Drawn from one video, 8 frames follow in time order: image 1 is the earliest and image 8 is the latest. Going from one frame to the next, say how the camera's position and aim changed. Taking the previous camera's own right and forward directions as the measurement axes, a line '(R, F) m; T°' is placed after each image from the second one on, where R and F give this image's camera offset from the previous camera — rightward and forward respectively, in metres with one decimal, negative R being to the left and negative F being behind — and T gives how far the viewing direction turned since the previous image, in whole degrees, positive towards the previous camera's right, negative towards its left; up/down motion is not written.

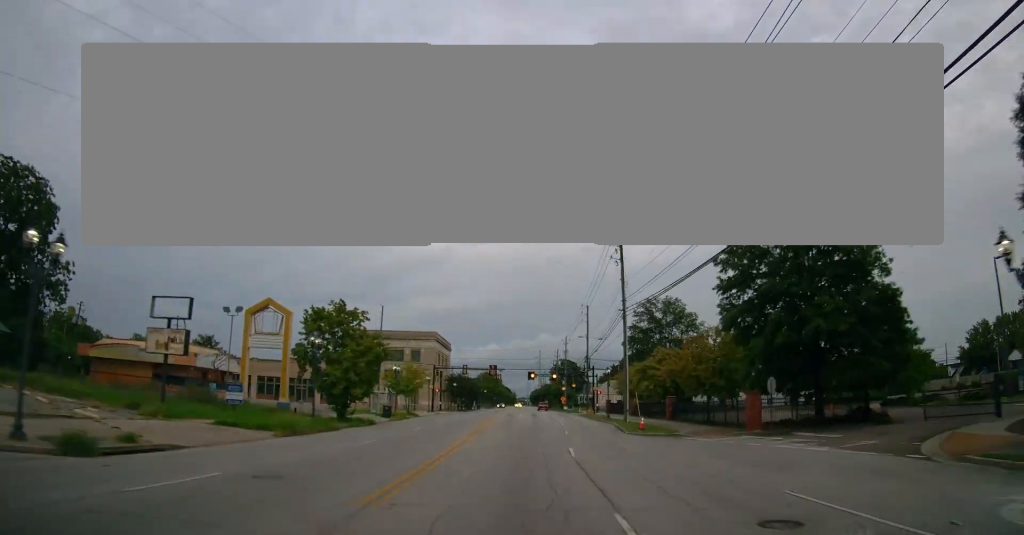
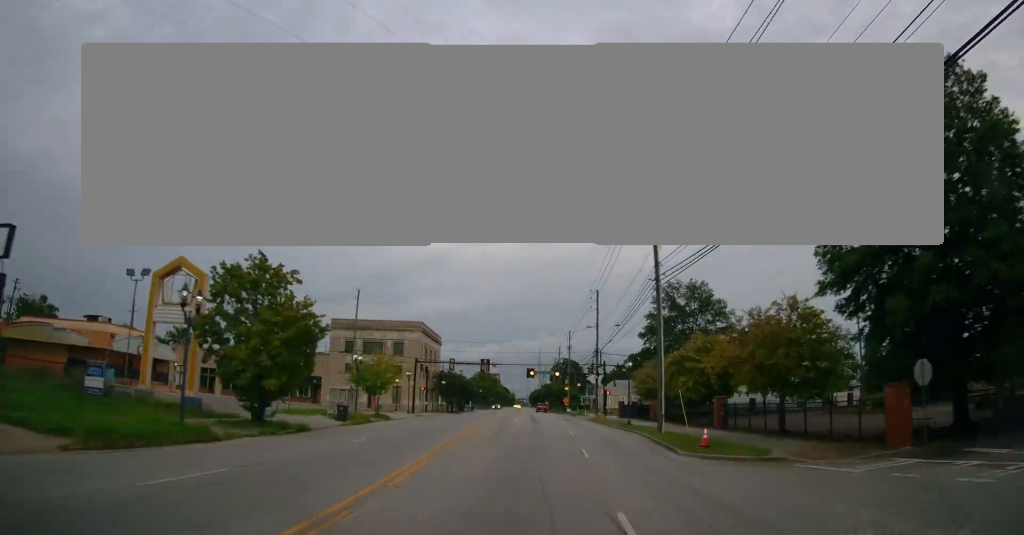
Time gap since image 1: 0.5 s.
(-0.1, +12.0) m; 0°
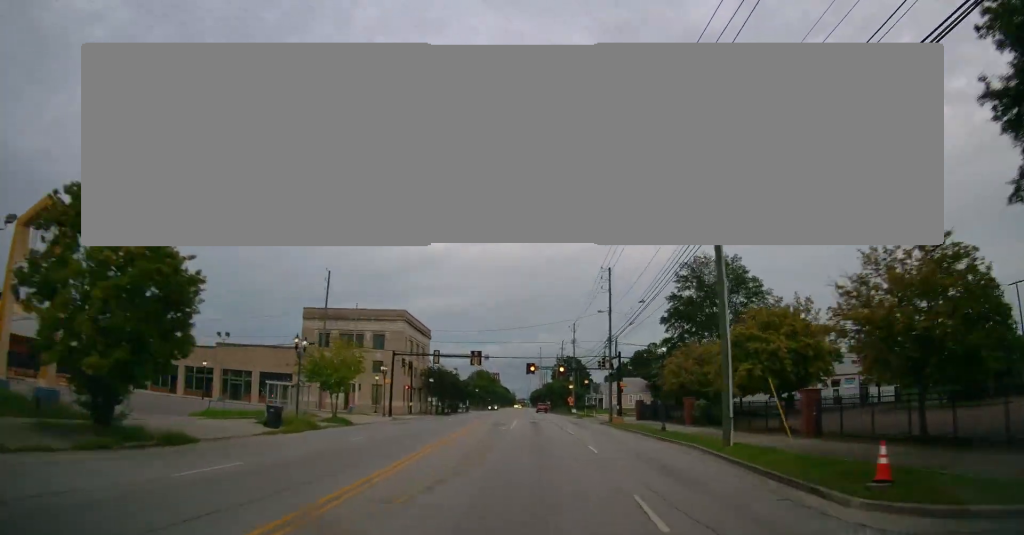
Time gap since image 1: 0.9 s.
(0.0, +11.5) m; 0°
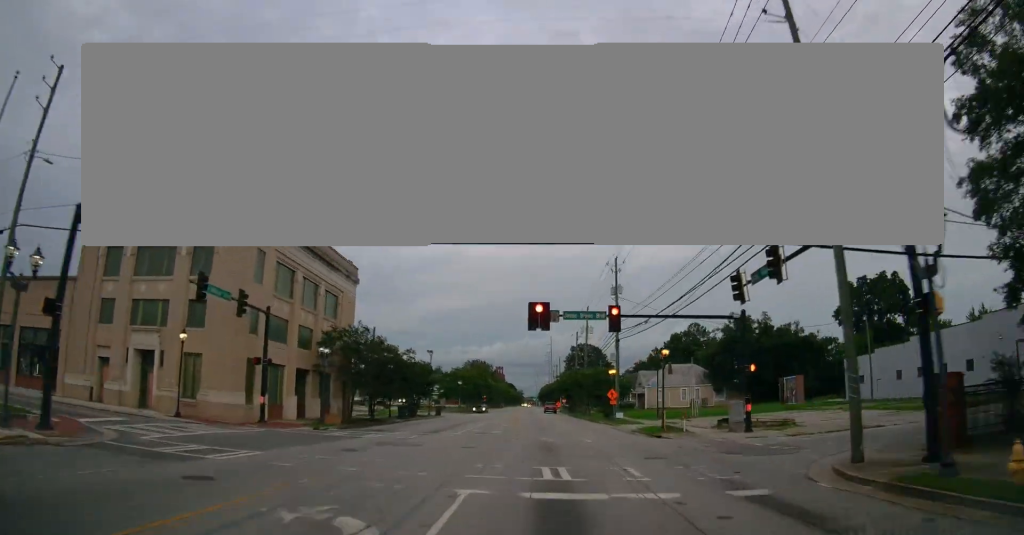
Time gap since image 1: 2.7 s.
(0.0, +41.9) m; 0°
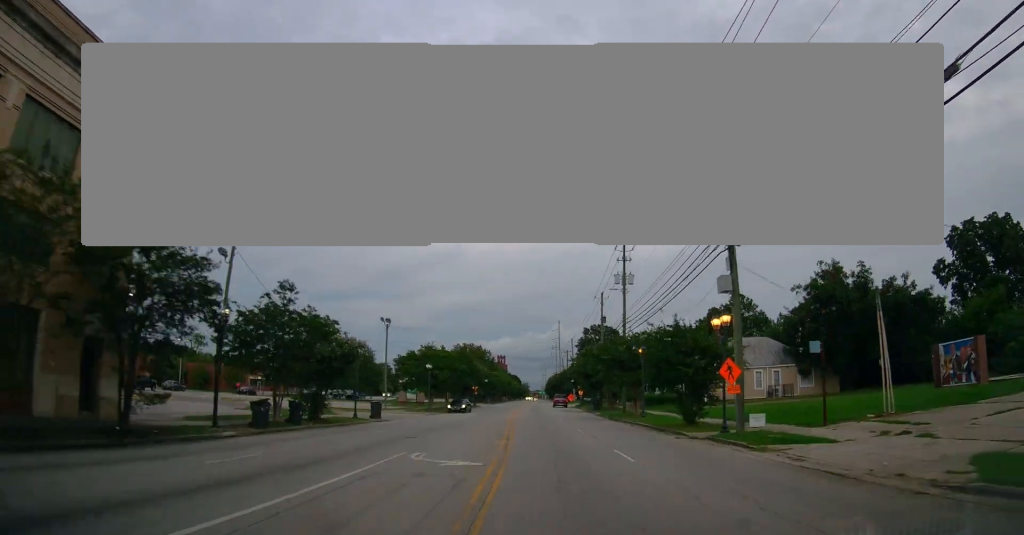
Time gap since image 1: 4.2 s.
(-0.1, +30.1) m; -1°
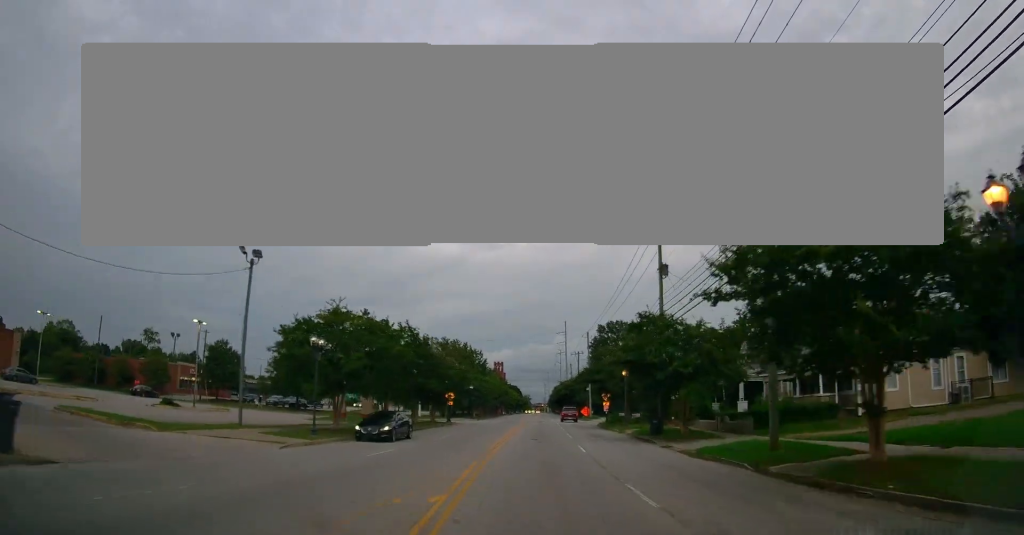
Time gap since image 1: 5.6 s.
(-0.4, +29.6) m; 0°
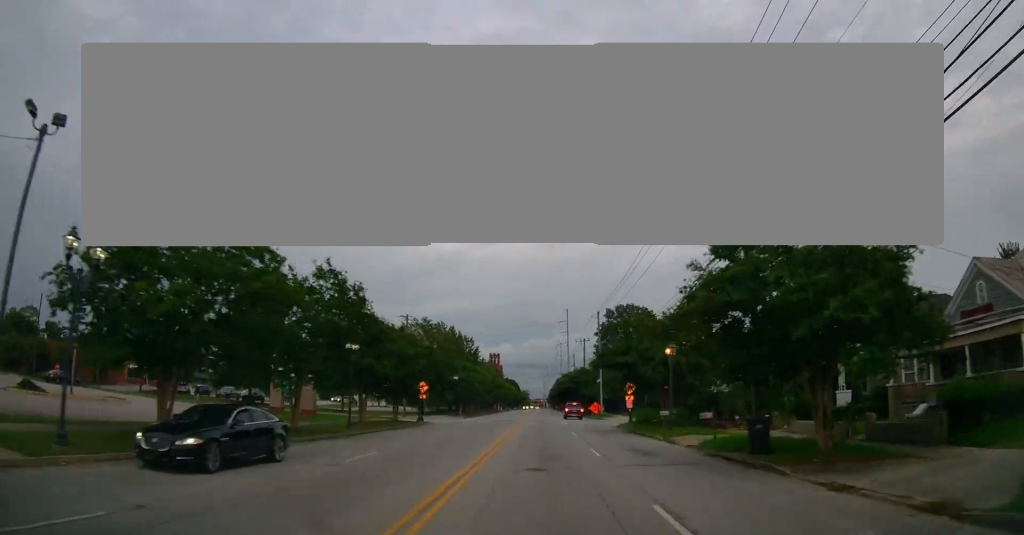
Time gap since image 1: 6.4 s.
(+0.3, +15.0) m; 0°
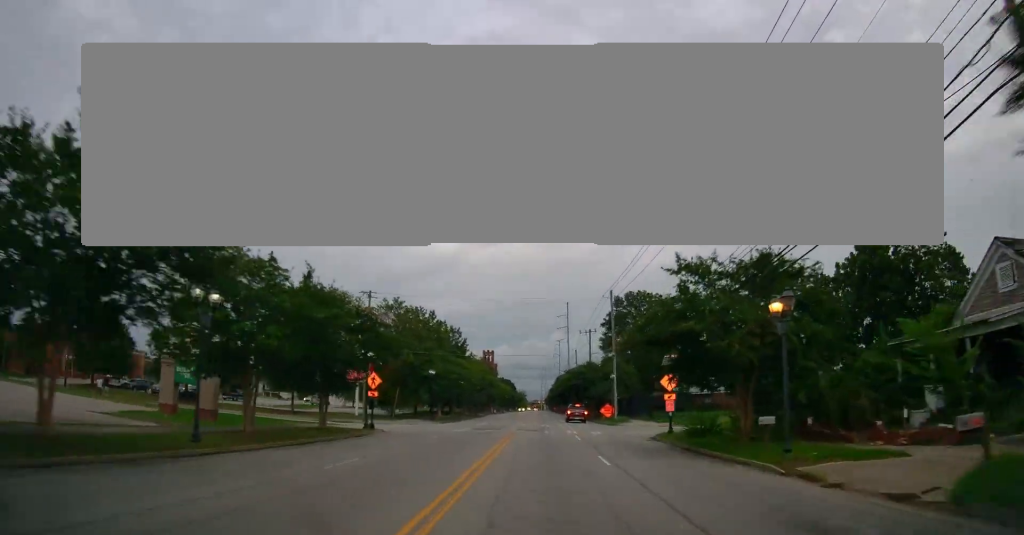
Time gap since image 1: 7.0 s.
(-0.1, +14.1) m; 0°
